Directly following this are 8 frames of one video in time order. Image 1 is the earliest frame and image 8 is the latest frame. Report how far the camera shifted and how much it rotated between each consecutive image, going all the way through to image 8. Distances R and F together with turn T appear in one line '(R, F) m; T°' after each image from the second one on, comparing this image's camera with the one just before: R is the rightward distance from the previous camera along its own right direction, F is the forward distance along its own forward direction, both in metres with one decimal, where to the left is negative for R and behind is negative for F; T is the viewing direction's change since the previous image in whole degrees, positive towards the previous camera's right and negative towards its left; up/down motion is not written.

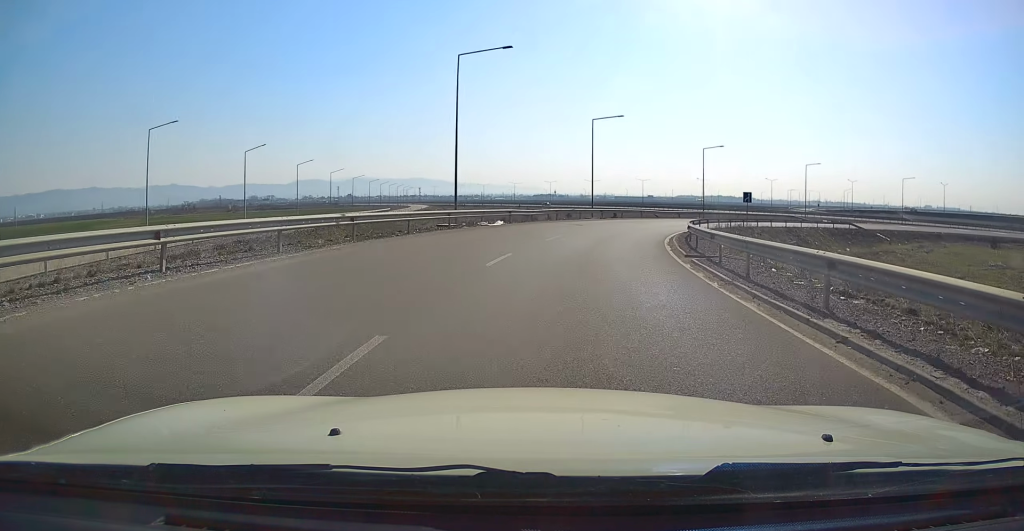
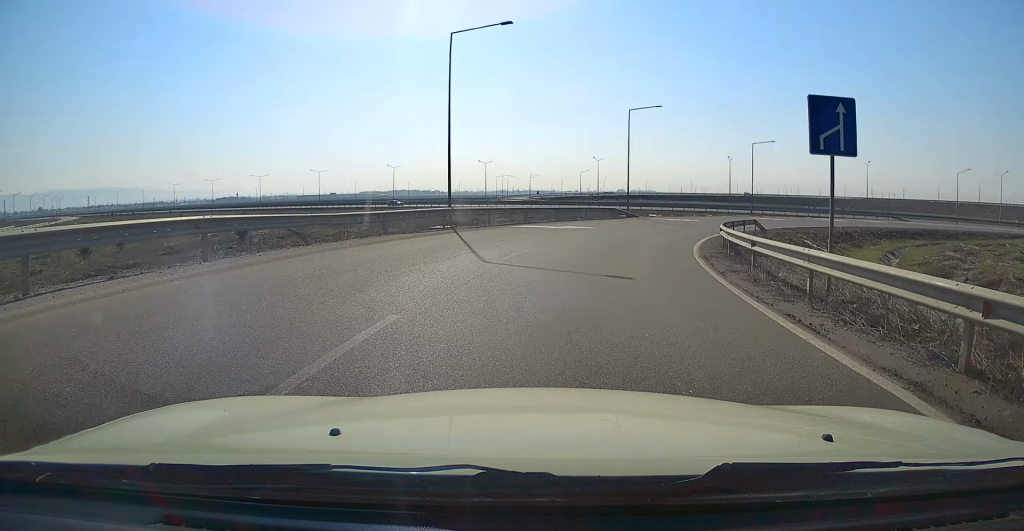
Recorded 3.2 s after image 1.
(+6.8, +45.1) m; +23°
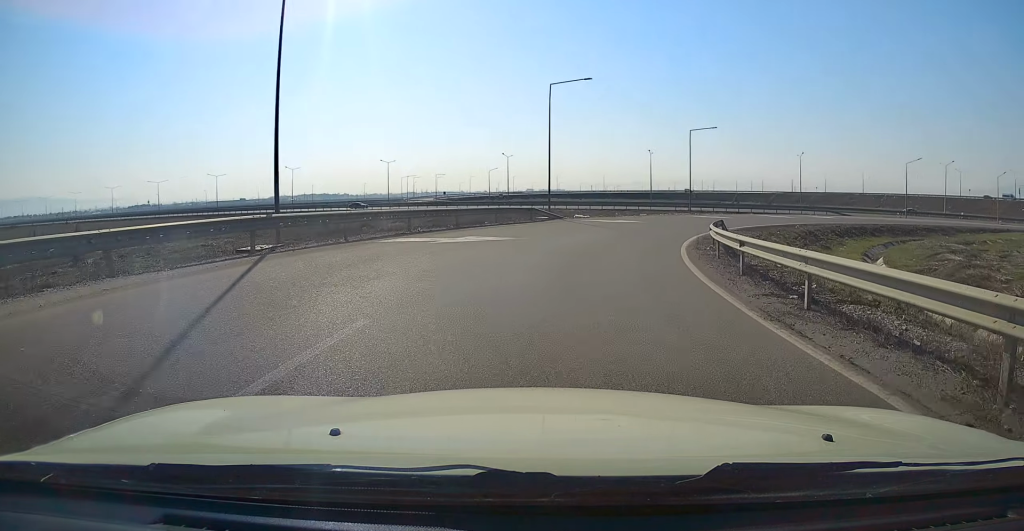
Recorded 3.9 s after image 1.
(+0.4, +9.6) m; +7°
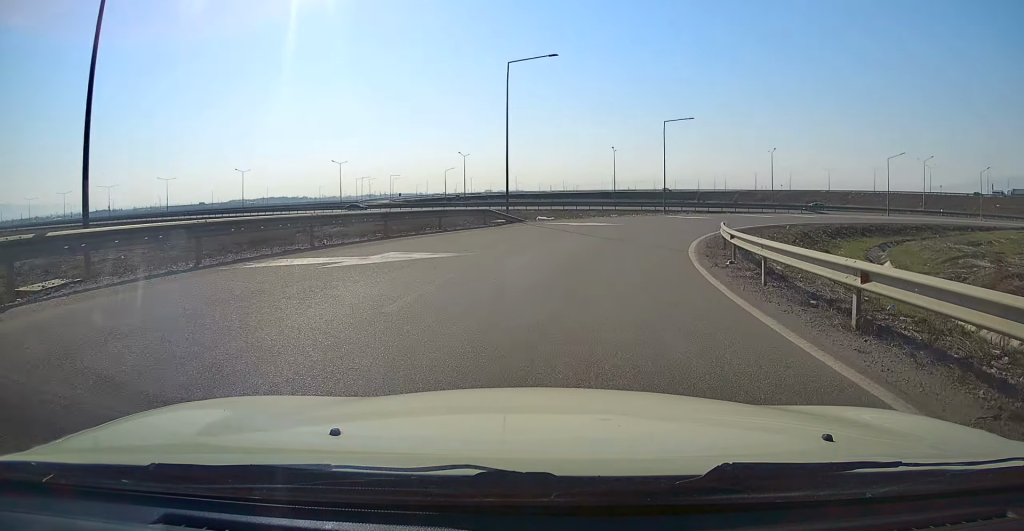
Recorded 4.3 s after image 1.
(+0.4, +5.8) m; +5°
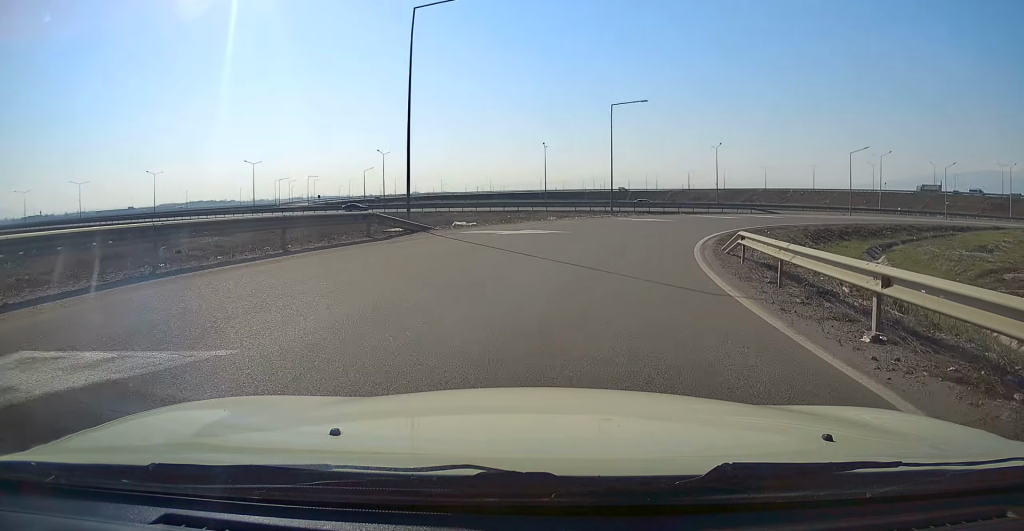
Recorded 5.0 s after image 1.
(+0.5, +8.8) m; +7°
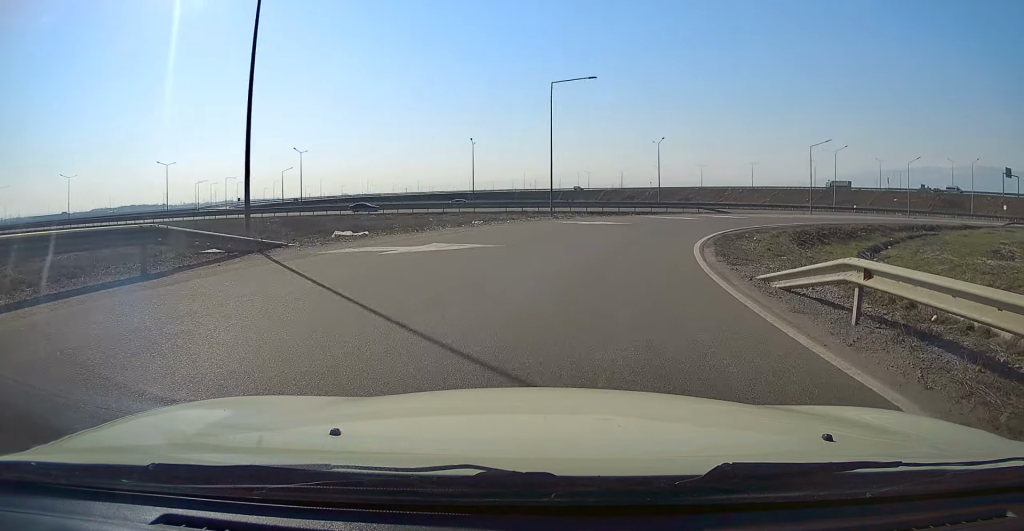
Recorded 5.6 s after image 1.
(+0.4, +7.9) m; +6°
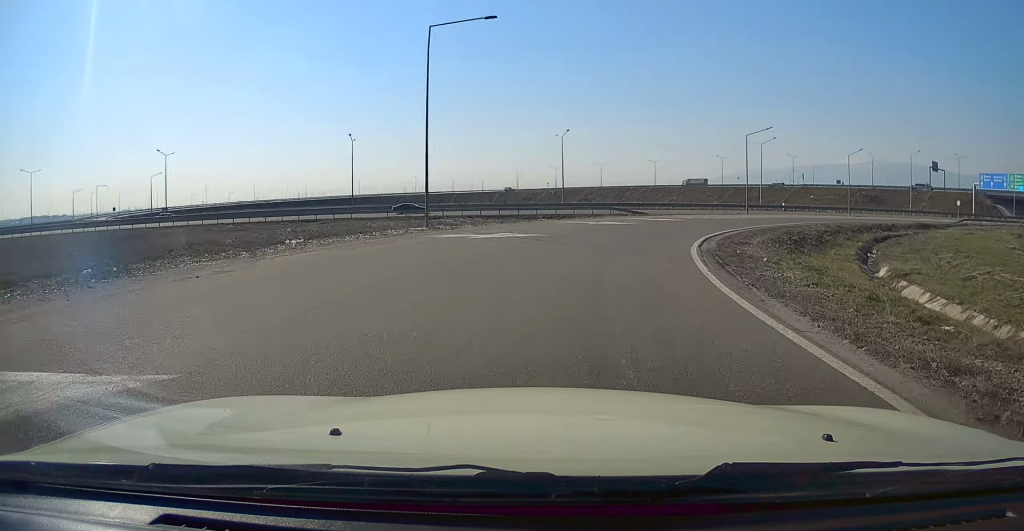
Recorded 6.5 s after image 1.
(+0.9, +11.6) m; +8°
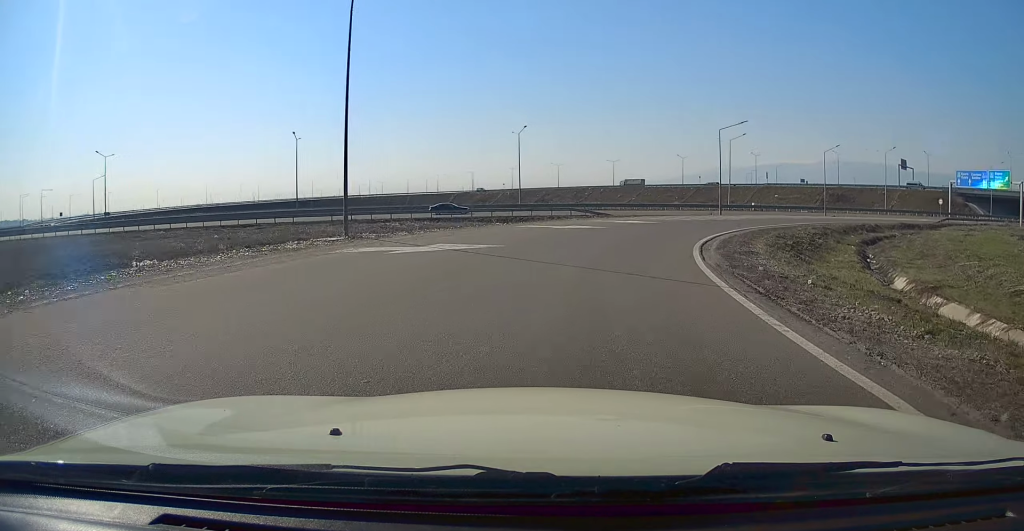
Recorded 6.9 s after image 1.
(+0.1, +5.1) m; +4°
